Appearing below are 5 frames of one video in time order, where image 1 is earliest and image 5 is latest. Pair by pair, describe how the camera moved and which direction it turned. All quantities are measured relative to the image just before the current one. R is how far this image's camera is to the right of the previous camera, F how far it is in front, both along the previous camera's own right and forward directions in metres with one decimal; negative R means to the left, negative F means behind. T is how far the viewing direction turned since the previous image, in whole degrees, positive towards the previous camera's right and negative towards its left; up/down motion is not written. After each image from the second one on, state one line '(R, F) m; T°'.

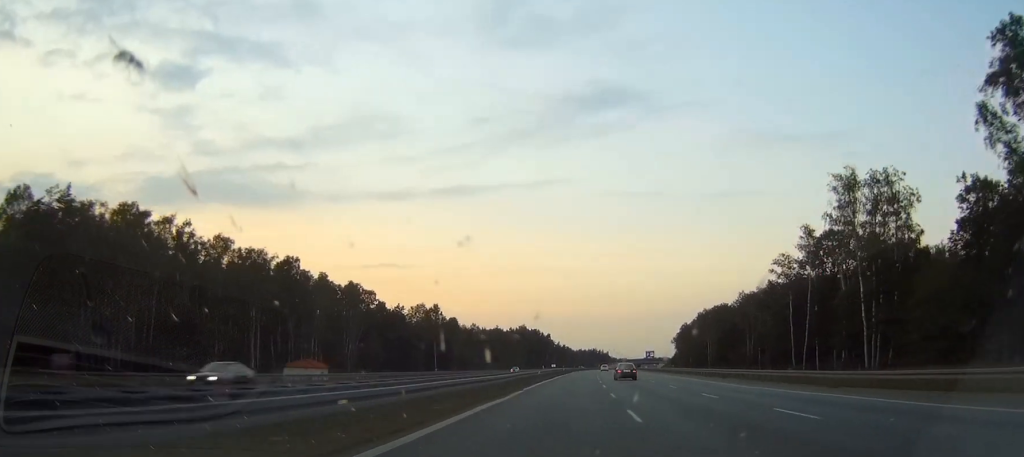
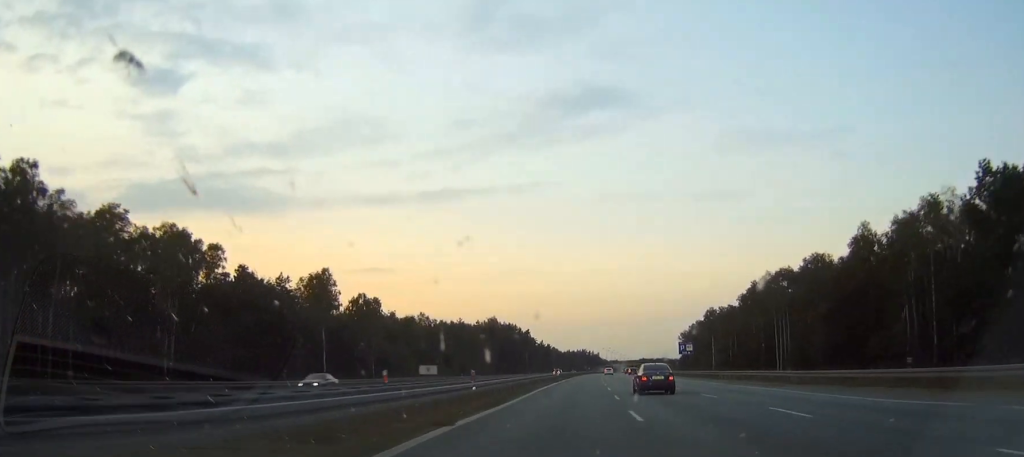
(+1.5, +86.6) m; +2°
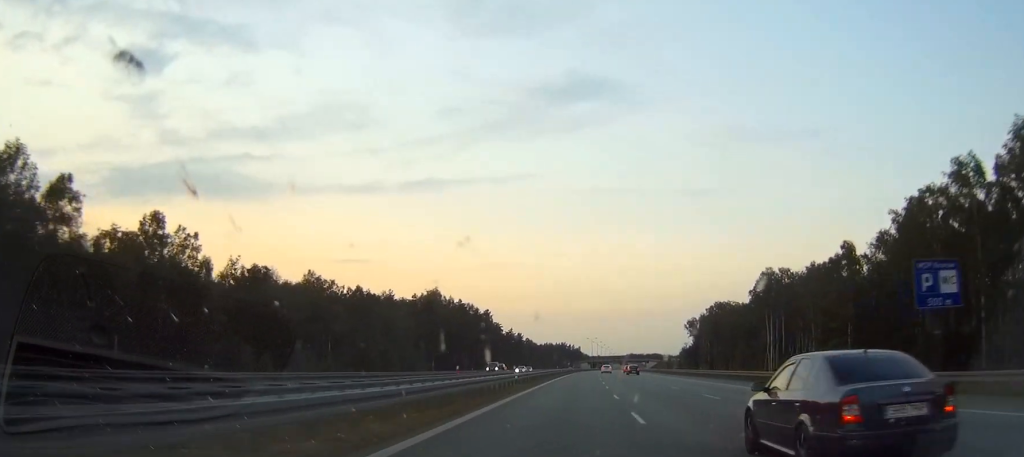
(+0.9, +86.6) m; +1°
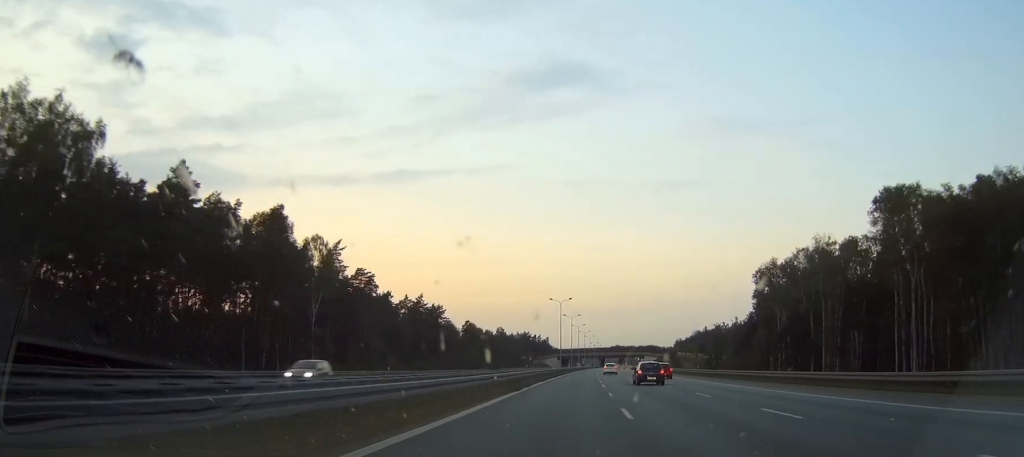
(+2.6, +156.0) m; +2°
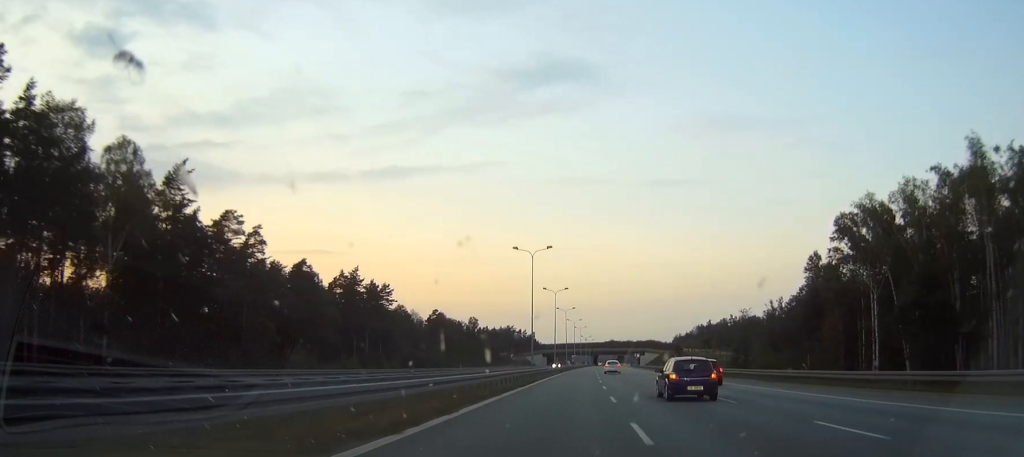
(+0.5, +53.1) m; +1°
